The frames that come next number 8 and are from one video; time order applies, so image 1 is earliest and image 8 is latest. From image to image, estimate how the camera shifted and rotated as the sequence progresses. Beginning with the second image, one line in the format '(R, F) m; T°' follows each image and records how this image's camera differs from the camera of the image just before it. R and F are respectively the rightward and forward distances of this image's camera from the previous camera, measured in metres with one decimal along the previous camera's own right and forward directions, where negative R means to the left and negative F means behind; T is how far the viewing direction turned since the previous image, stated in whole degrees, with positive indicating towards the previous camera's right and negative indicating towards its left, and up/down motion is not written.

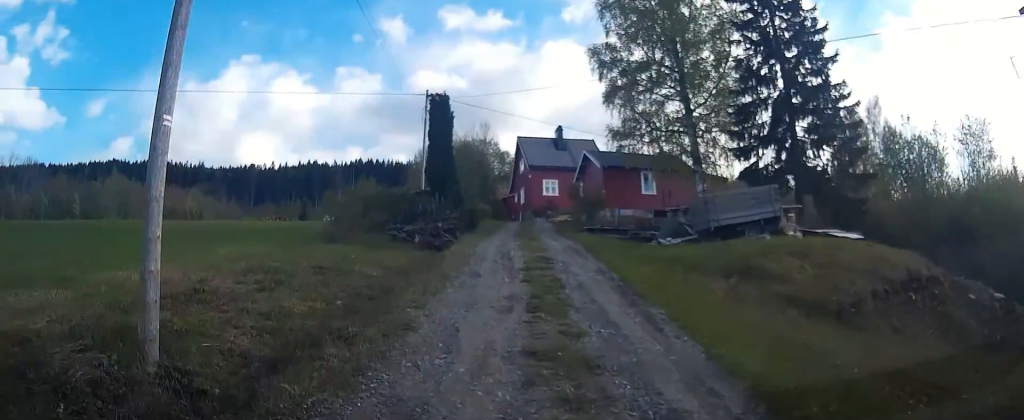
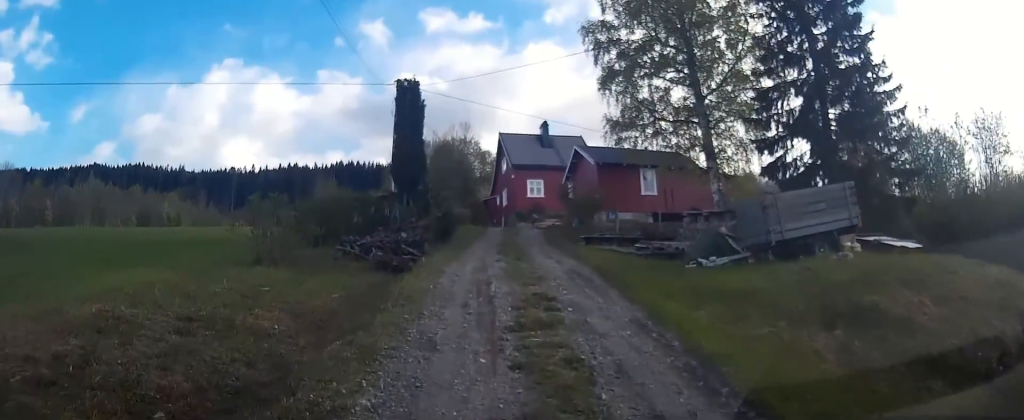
(-0.1, +5.3) m; +1°
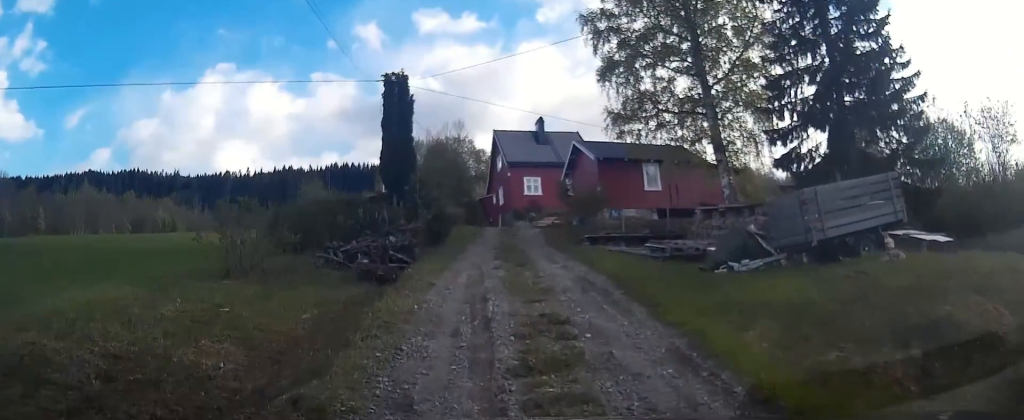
(0.0, +1.8) m; +1°
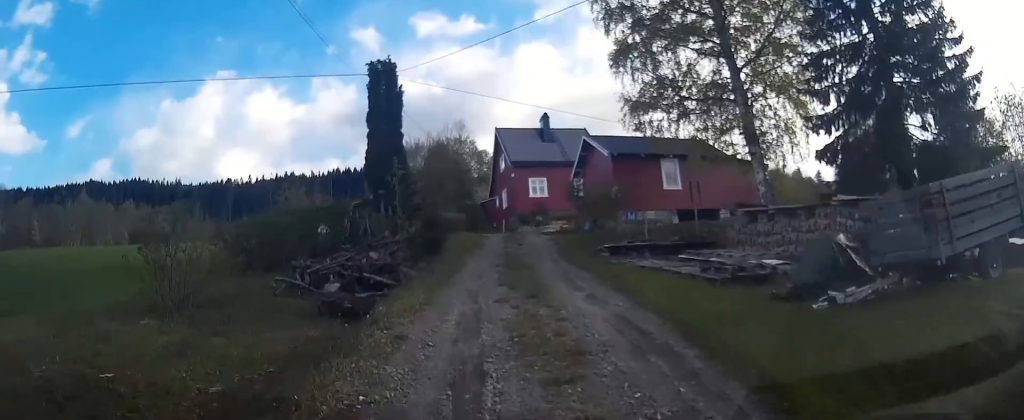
(+0.1, +3.1) m; +1°
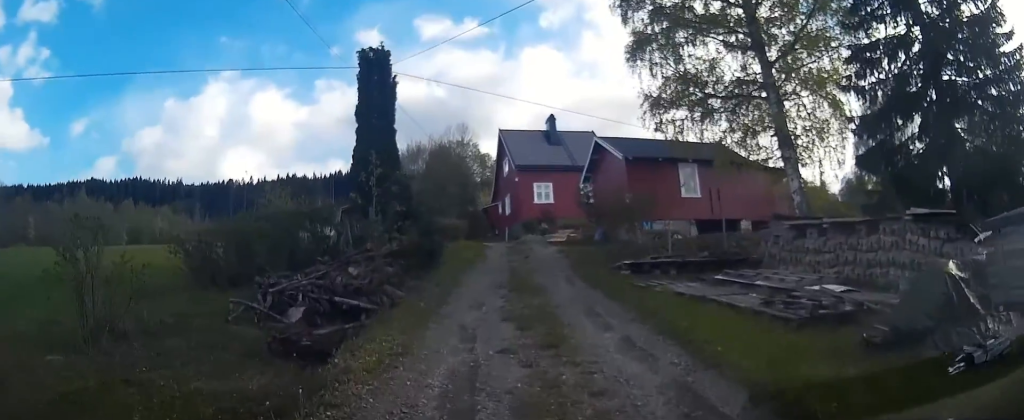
(0.0, +2.3) m; -3°
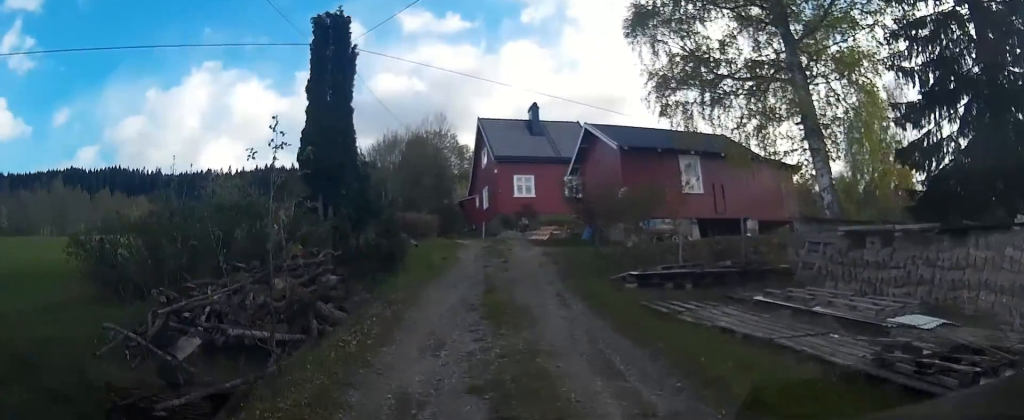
(-0.1, +3.2) m; 0°
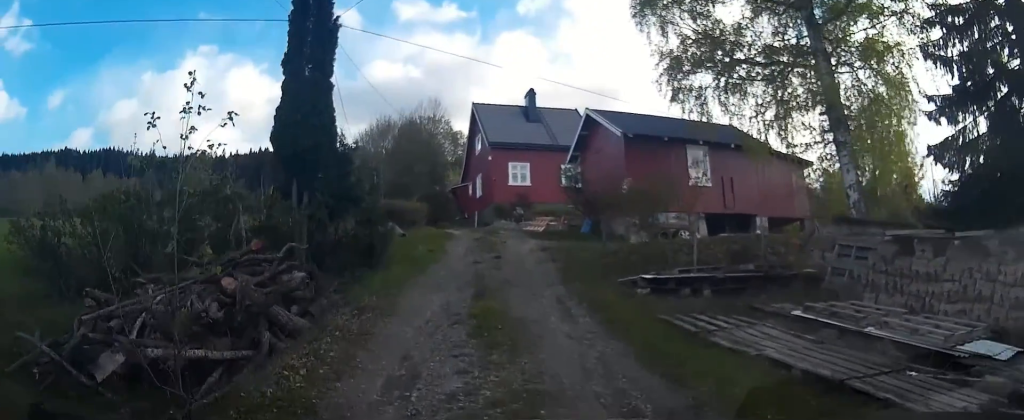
(+0.1, +1.8) m; +1°
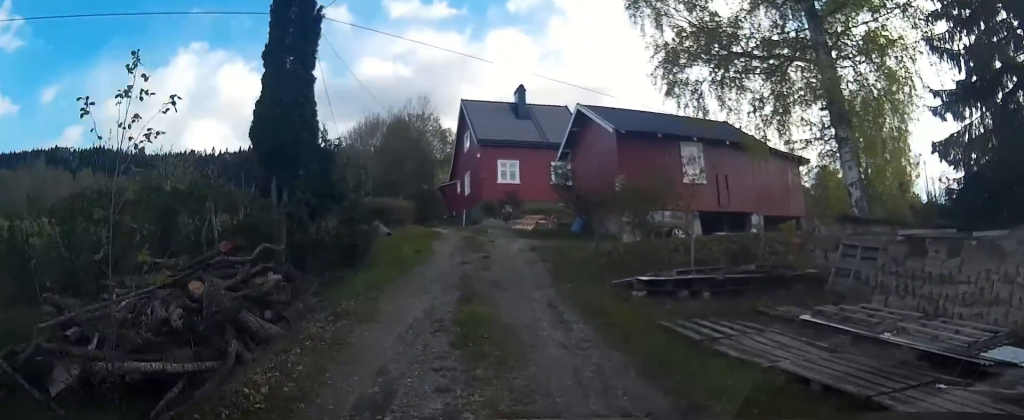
(0.0, +0.6) m; +1°
